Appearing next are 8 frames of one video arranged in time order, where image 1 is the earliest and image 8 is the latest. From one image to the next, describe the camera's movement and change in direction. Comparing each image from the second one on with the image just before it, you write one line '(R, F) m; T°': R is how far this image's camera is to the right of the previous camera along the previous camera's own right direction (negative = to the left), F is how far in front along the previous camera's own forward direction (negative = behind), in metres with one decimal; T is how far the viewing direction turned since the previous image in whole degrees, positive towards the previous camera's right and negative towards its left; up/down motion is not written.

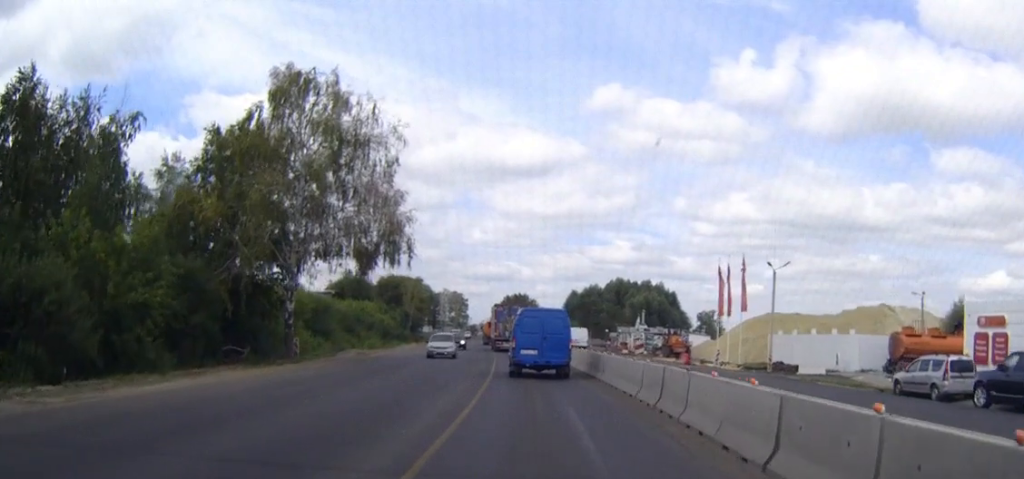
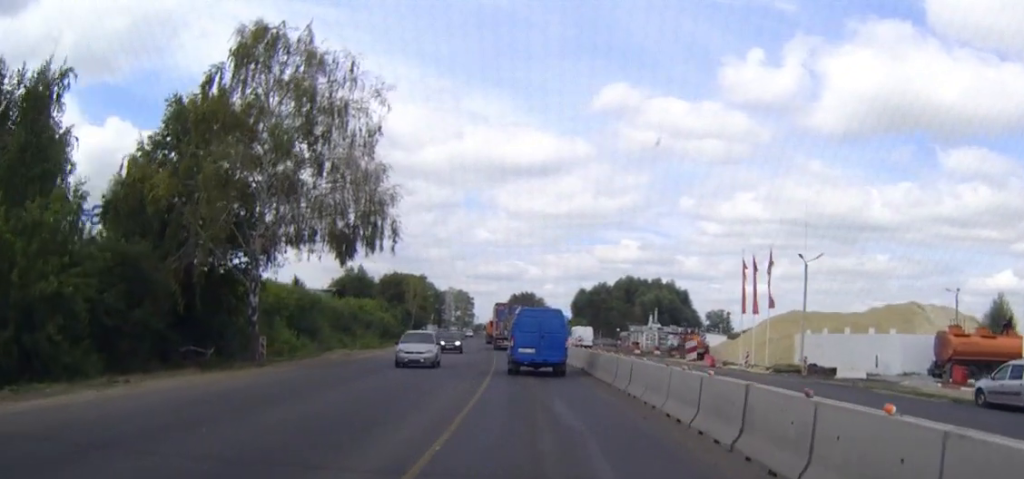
(0.0, +6.2) m; 0°
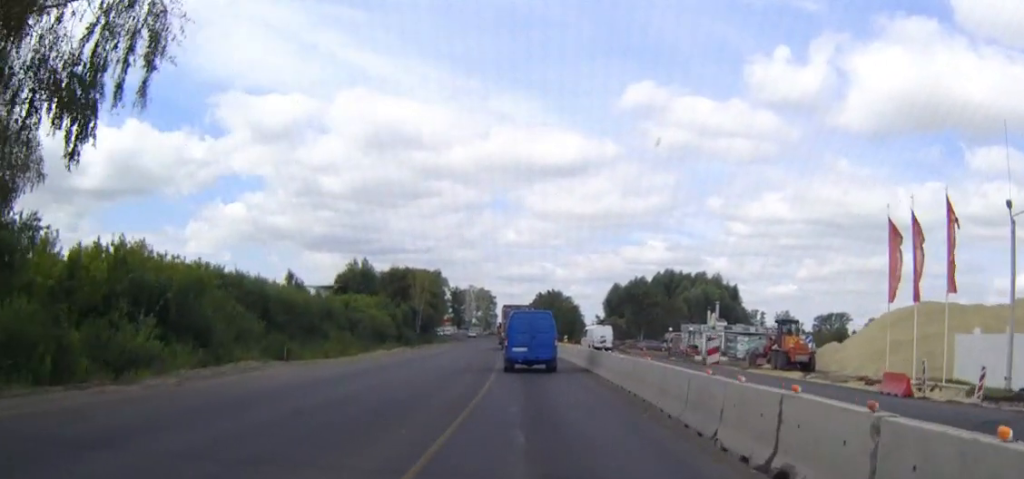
(-0.4, +24.7) m; -2°
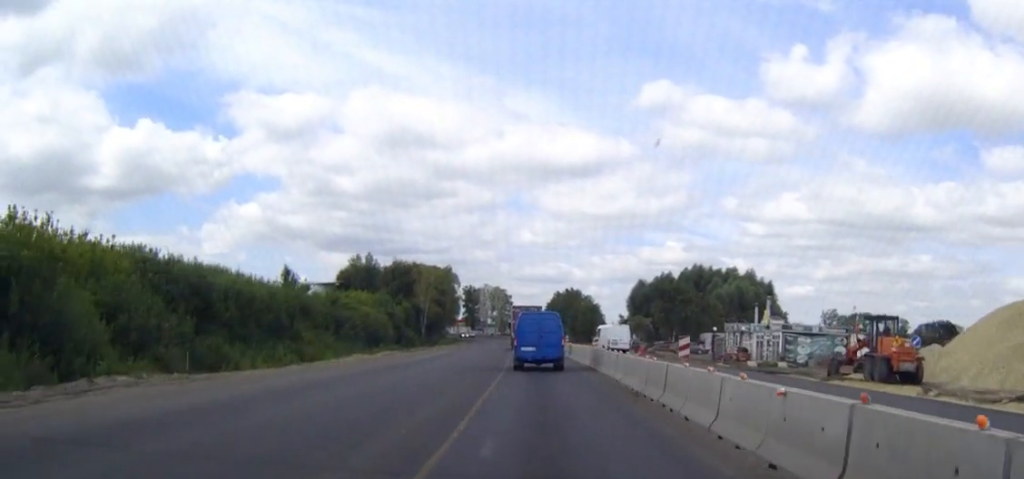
(-0.1, +14.3) m; -1°
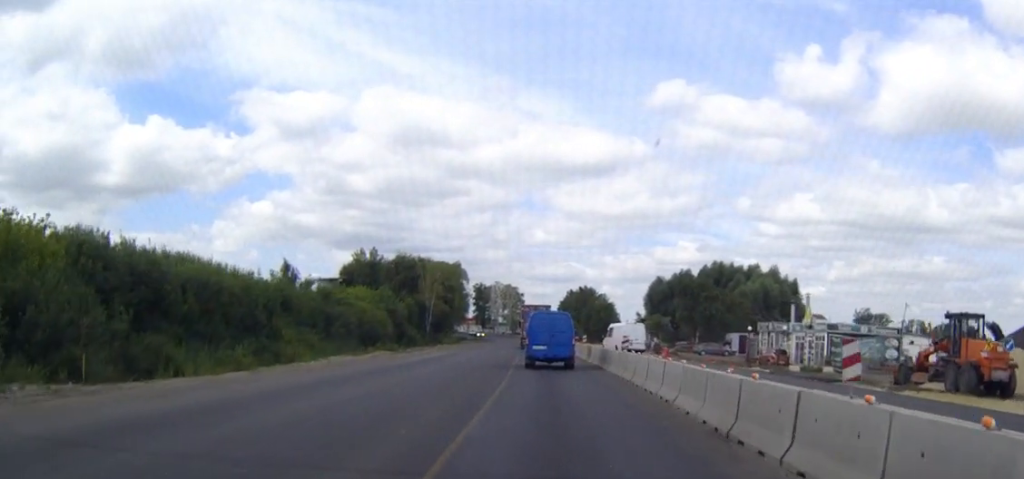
(-0.1, +8.4) m; -1°
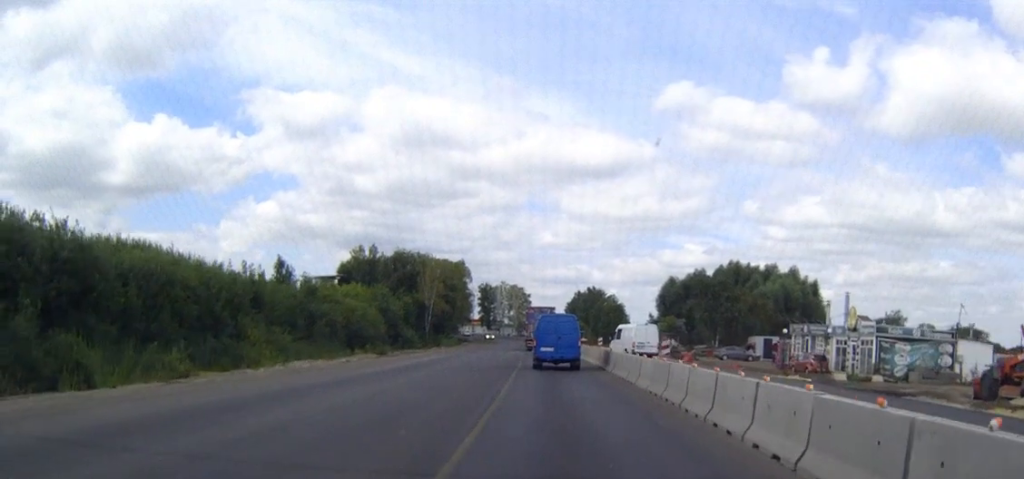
(0.0, +7.9) m; 0°
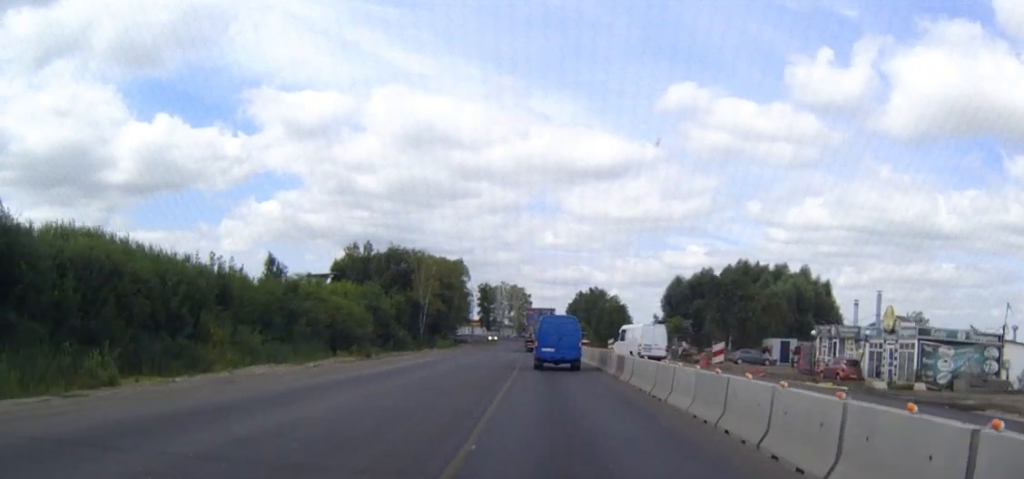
(0.0, +6.0) m; 0°
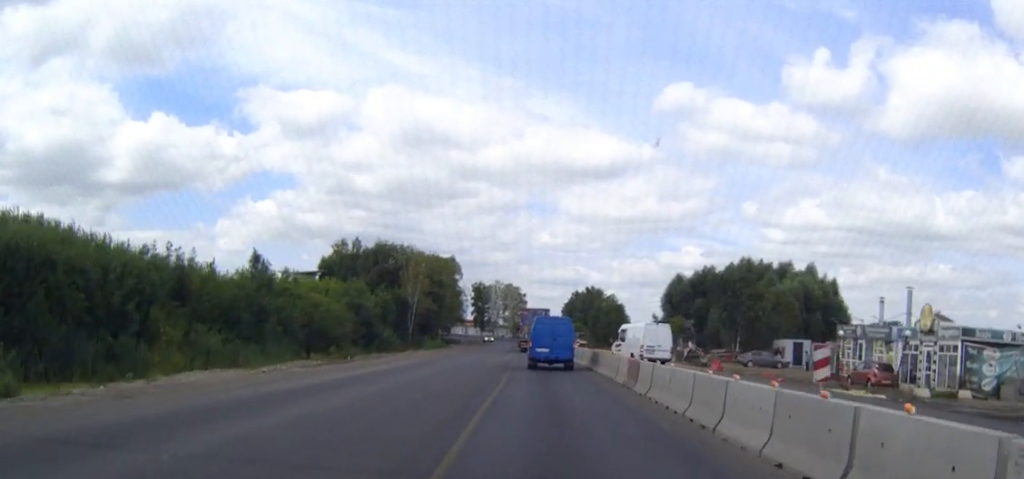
(0.0, +5.7) m; 0°
